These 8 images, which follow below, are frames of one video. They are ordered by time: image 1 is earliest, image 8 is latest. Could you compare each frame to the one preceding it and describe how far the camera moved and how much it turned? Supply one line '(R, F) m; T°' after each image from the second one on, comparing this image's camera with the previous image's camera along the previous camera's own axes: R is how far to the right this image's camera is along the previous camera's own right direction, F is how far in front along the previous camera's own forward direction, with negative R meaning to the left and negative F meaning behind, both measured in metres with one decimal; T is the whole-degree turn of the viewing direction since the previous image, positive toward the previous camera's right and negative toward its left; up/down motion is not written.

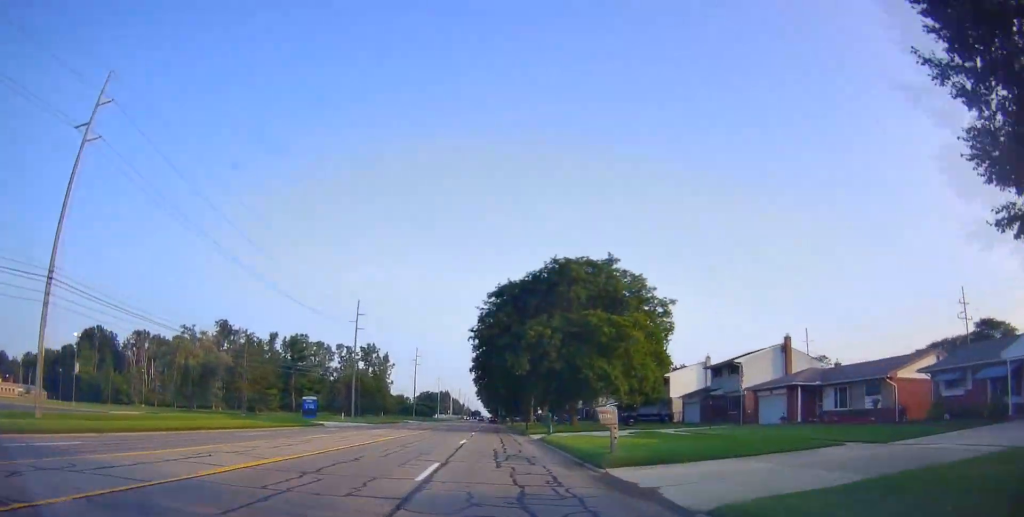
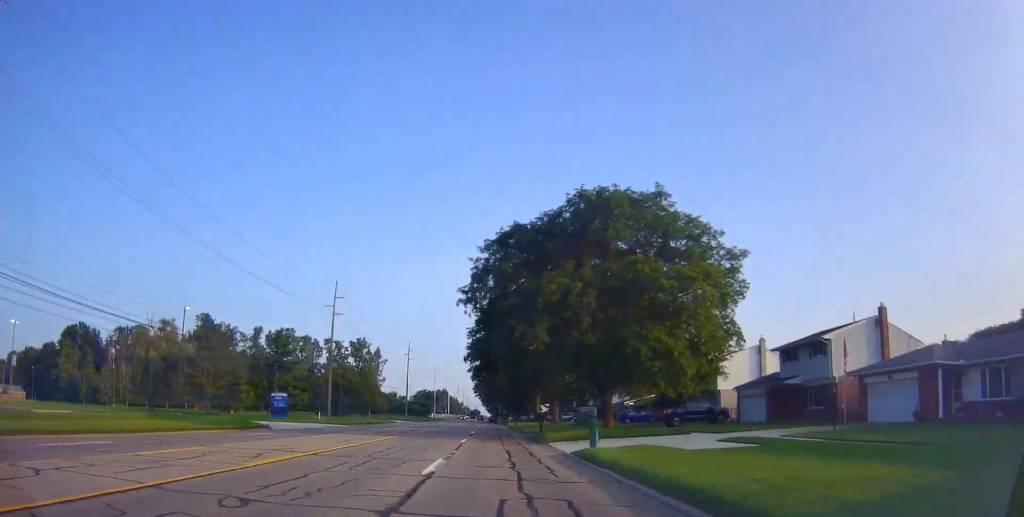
(+0.4, +12.3) m; +1°
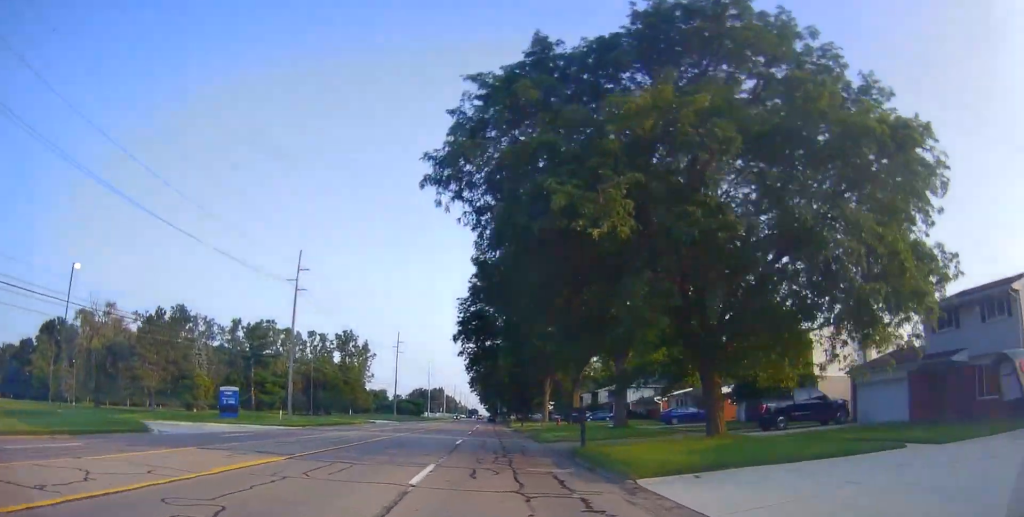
(-0.2, +14.9) m; -1°
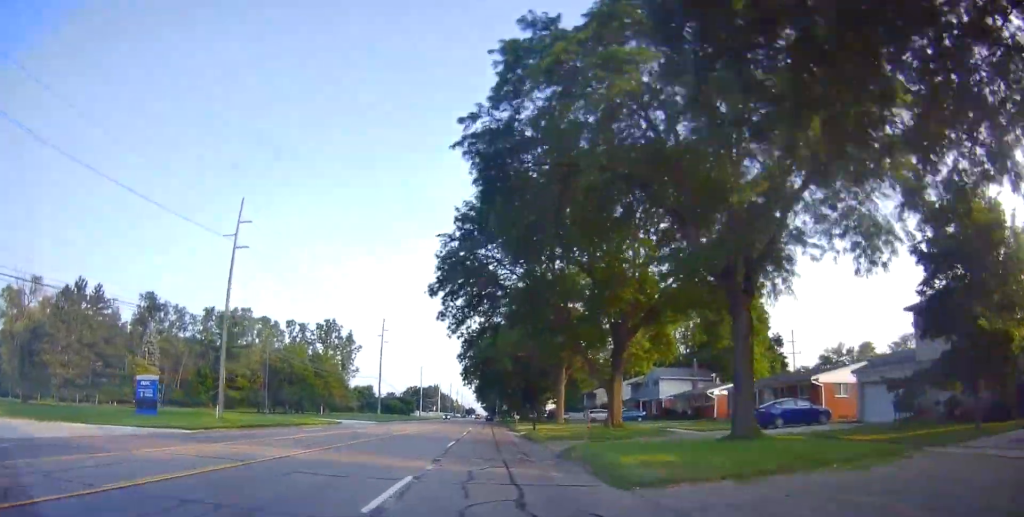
(0.0, +18.3) m; +1°
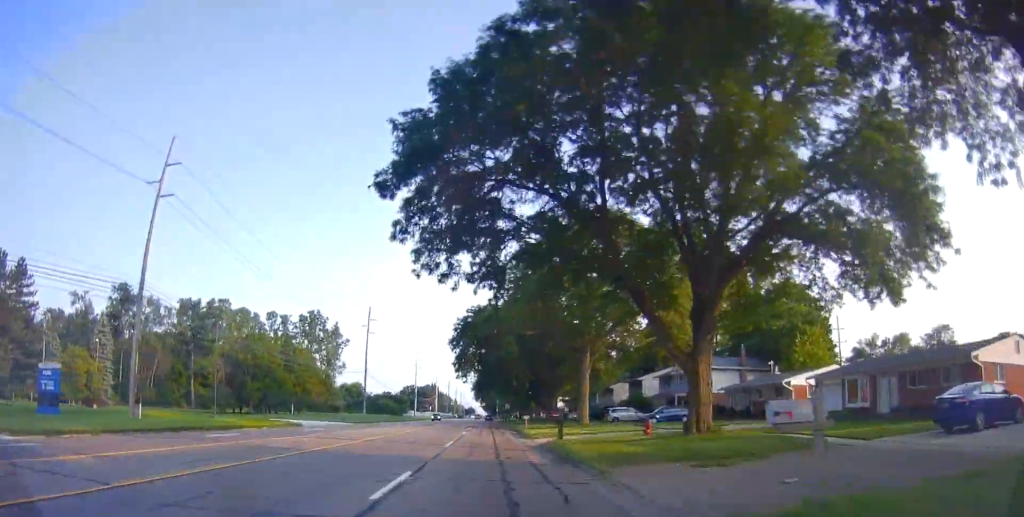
(+0.2, +16.5) m; +1°
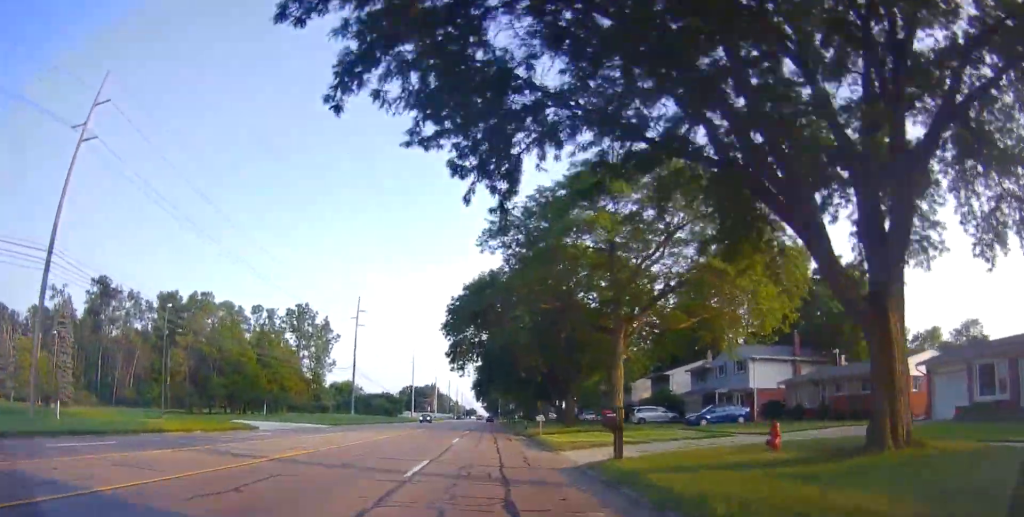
(+0.1, +12.4) m; +1°
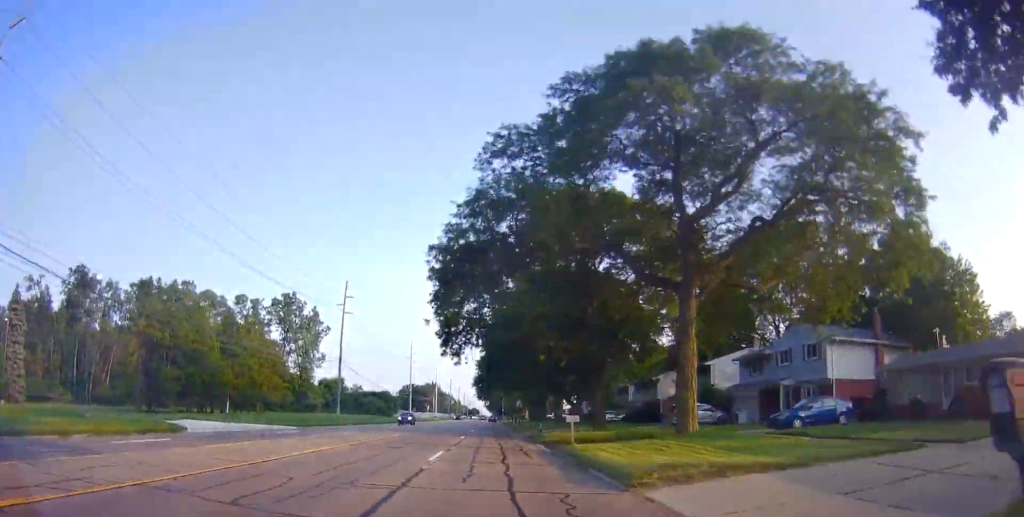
(+0.1, +12.5) m; 0°
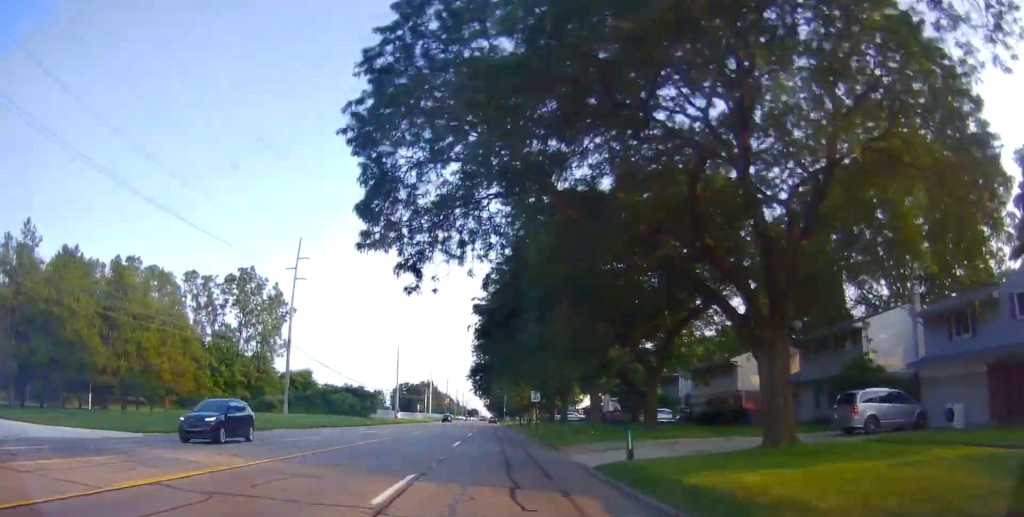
(0.0, +25.4) m; -1°
